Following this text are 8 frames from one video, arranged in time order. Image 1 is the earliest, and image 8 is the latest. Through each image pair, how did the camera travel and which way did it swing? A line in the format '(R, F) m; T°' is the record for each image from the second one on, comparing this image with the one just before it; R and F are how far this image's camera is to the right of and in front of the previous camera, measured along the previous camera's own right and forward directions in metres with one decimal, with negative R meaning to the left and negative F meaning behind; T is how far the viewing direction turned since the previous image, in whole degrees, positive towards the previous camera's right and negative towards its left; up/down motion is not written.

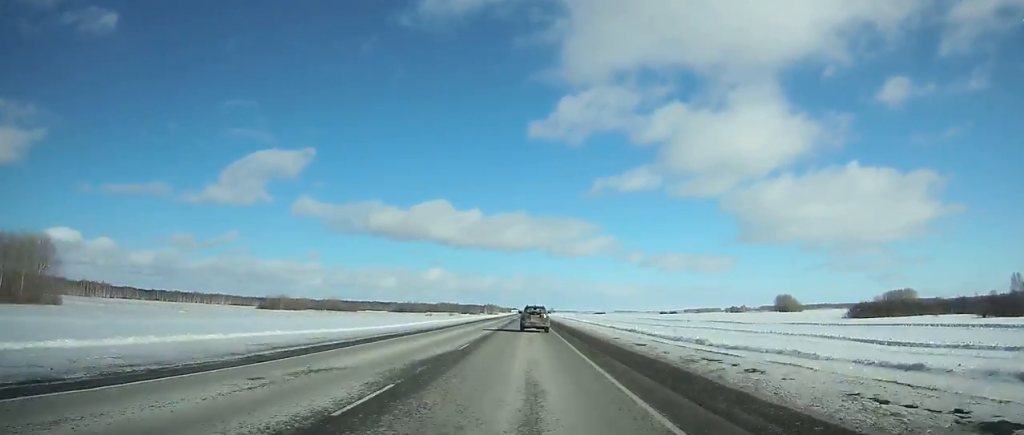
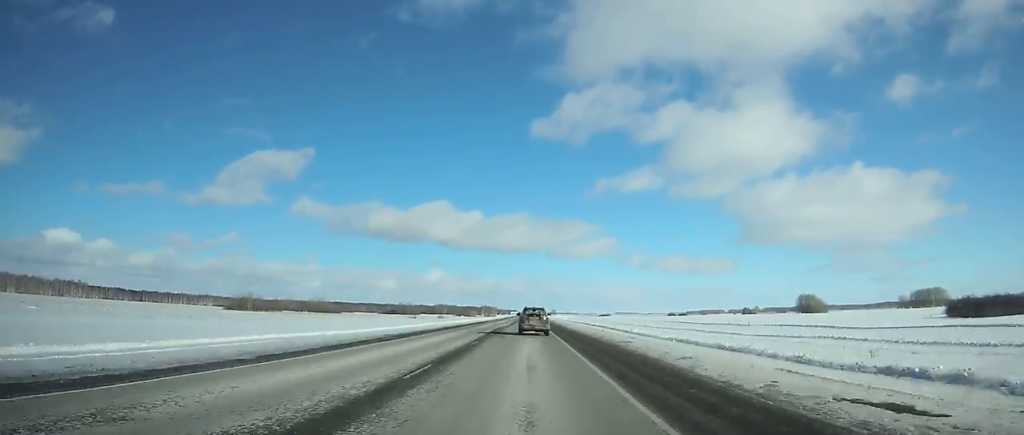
(0.0, +42.8) m; 0°
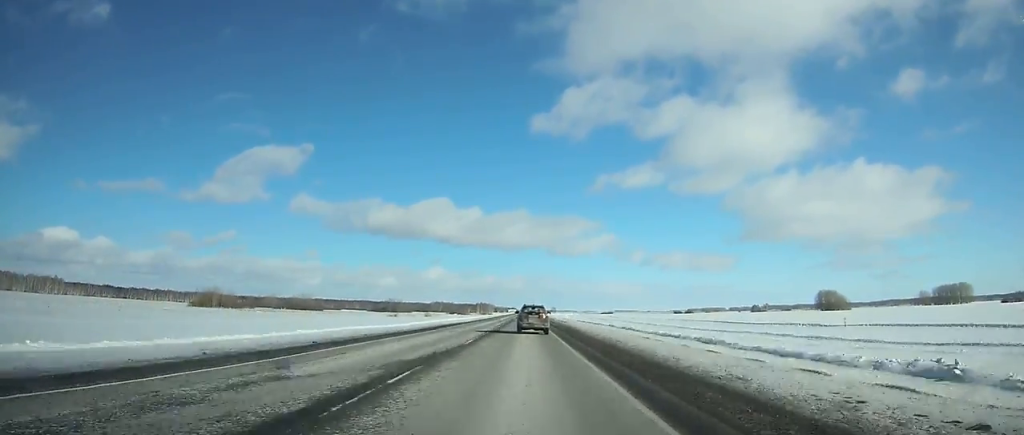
(+0.1, +37.0) m; 0°
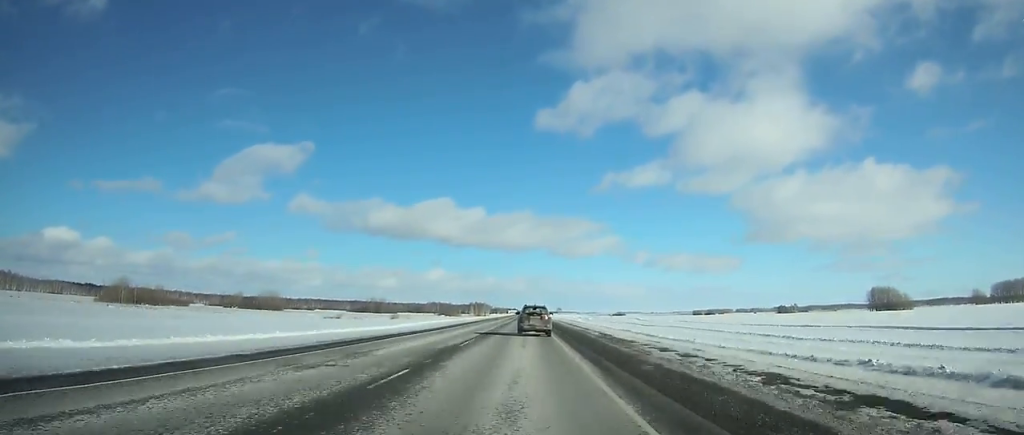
(-0.1, +70.5) m; 0°
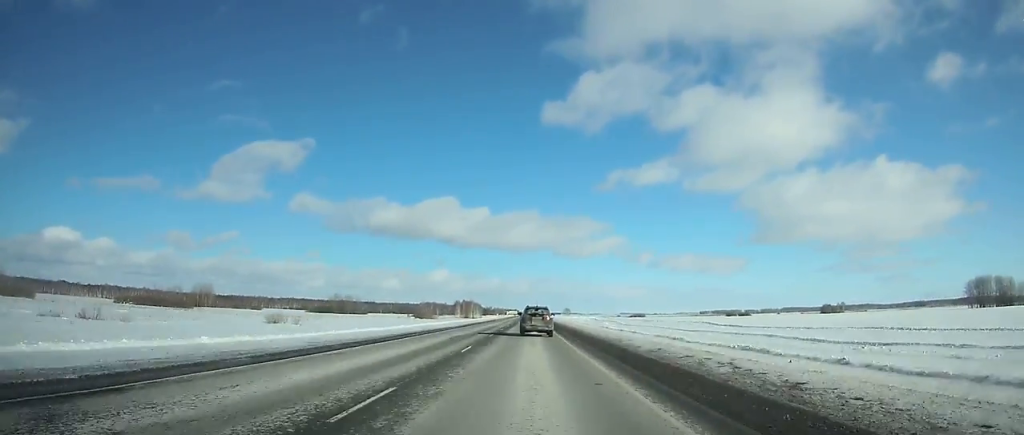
(-0.1, +95.8) m; 0°
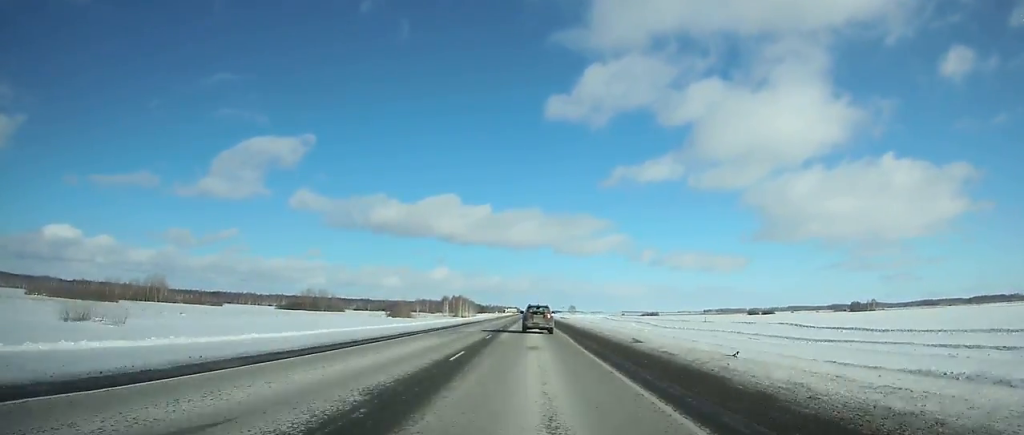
(0.0, +52.3) m; 0°
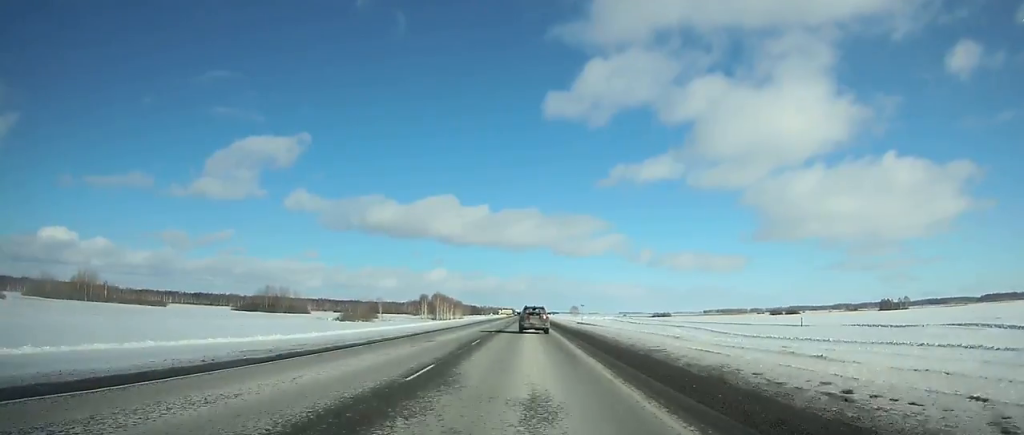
(+0.1, +54.2) m; 0°
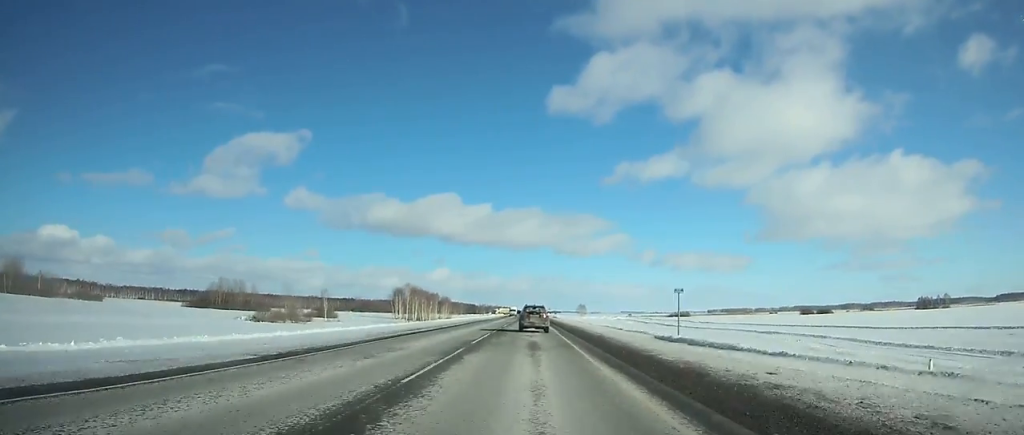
(+0.1, +51.2) m; 0°
